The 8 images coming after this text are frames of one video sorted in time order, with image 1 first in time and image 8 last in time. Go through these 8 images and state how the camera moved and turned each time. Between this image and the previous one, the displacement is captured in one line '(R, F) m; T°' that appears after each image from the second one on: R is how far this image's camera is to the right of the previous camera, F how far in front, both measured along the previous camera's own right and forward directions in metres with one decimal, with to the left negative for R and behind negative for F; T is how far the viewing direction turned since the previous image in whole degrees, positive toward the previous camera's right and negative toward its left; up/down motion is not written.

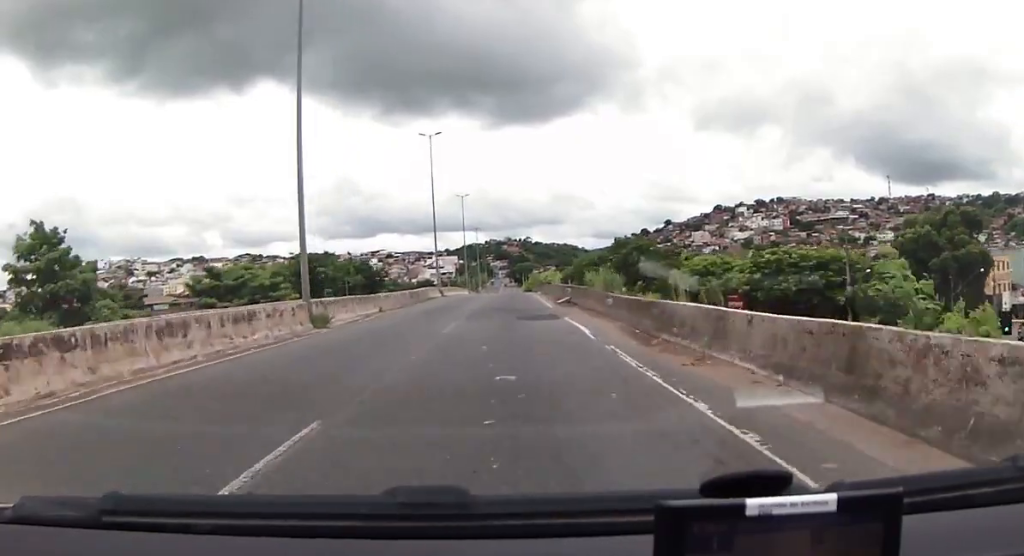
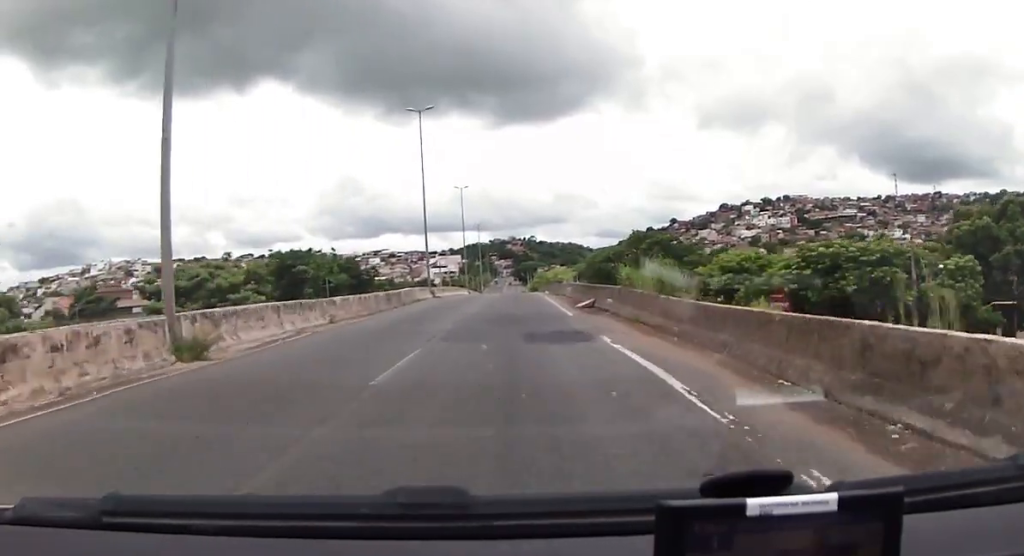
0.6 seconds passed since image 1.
(0.0, +9.2) m; 0°
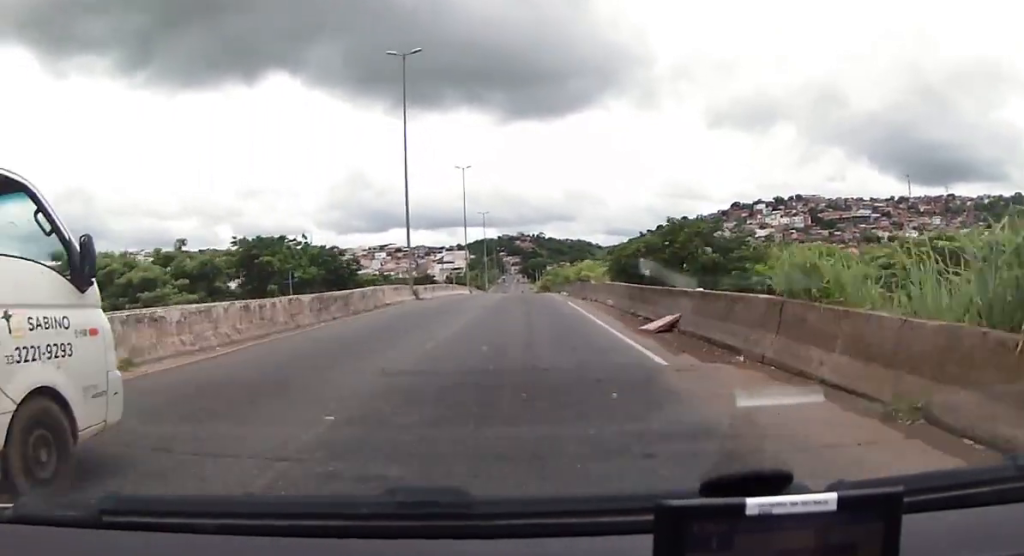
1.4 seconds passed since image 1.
(-0.6, +12.9) m; 0°
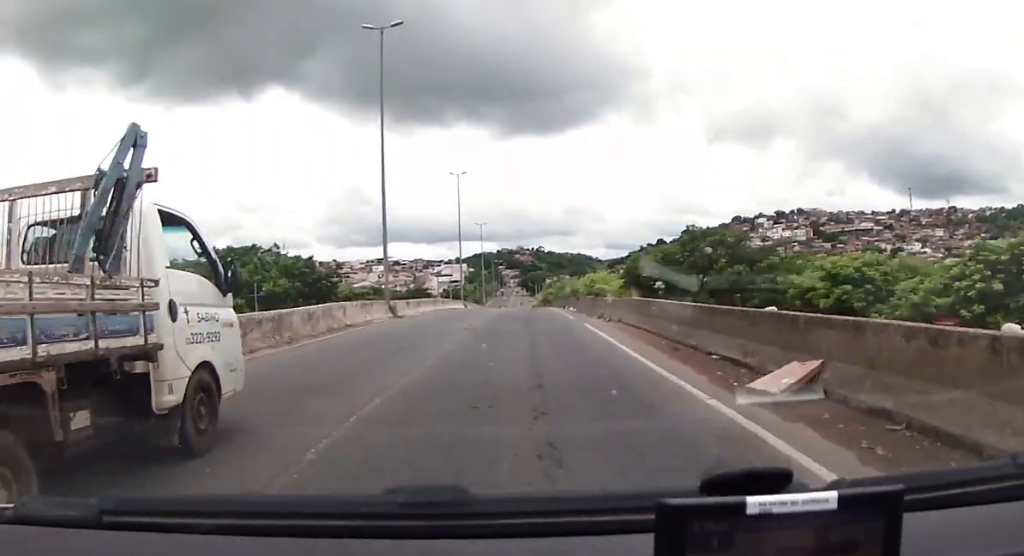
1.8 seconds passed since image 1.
(+0.3, +7.0) m; 0°
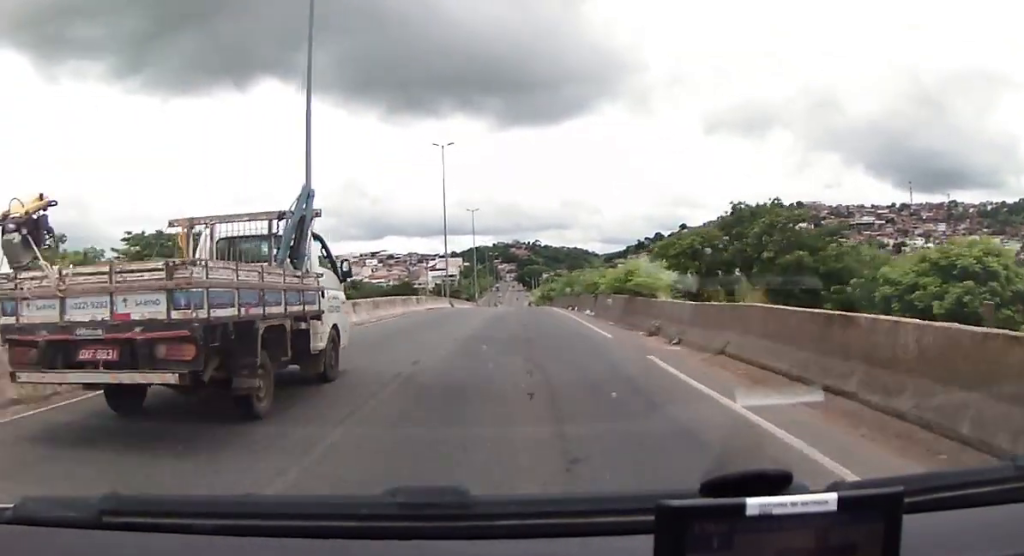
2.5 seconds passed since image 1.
(+0.3, +11.8) m; 0°
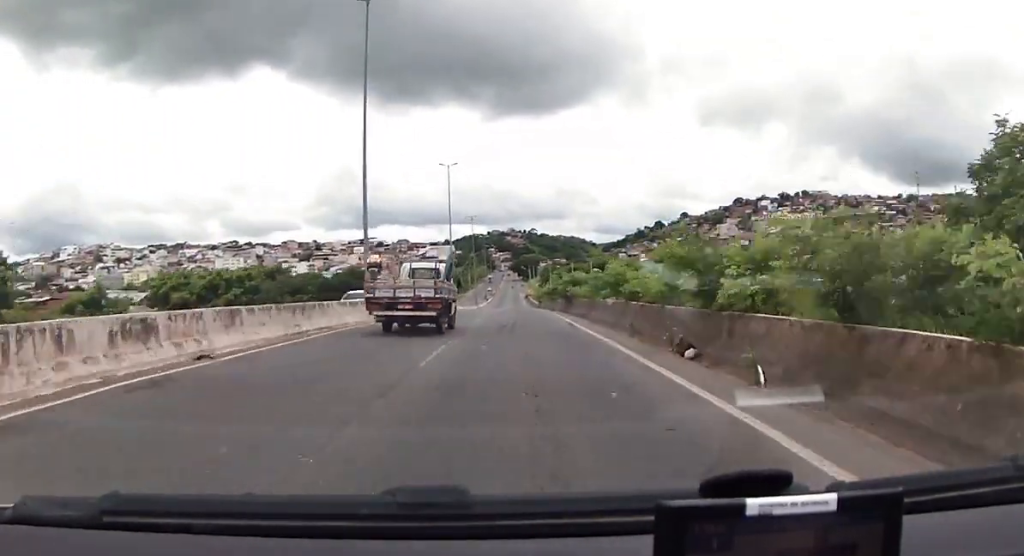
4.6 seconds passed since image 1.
(-0.3, +32.2) m; +1°
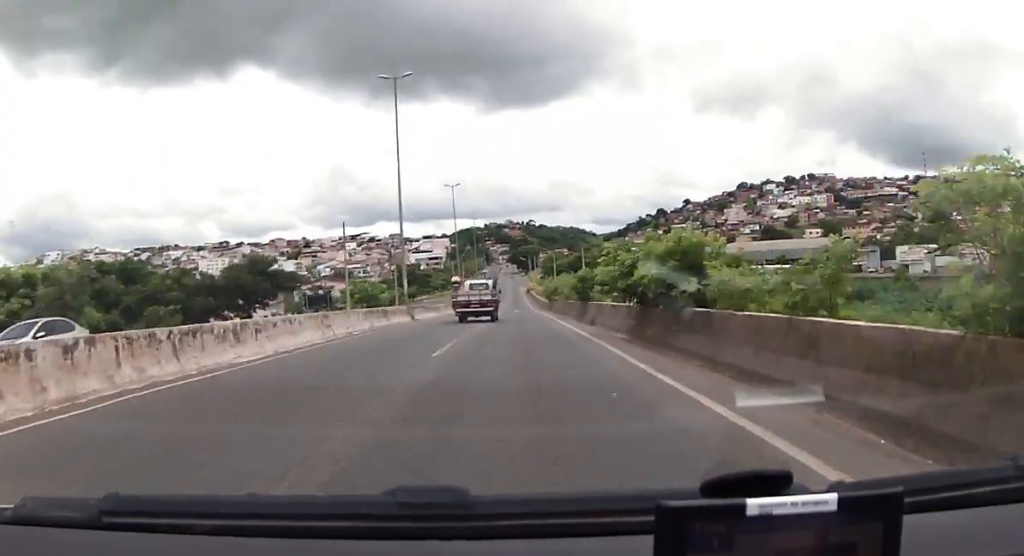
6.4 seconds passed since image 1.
(-0.7, +28.9) m; -1°
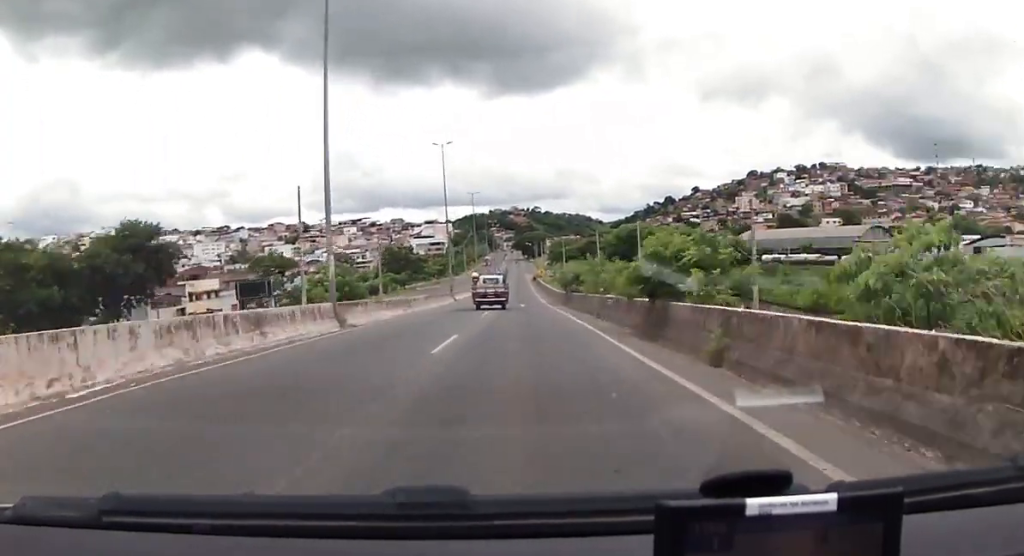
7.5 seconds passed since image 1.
(+0.6, +17.4) m; 0°
